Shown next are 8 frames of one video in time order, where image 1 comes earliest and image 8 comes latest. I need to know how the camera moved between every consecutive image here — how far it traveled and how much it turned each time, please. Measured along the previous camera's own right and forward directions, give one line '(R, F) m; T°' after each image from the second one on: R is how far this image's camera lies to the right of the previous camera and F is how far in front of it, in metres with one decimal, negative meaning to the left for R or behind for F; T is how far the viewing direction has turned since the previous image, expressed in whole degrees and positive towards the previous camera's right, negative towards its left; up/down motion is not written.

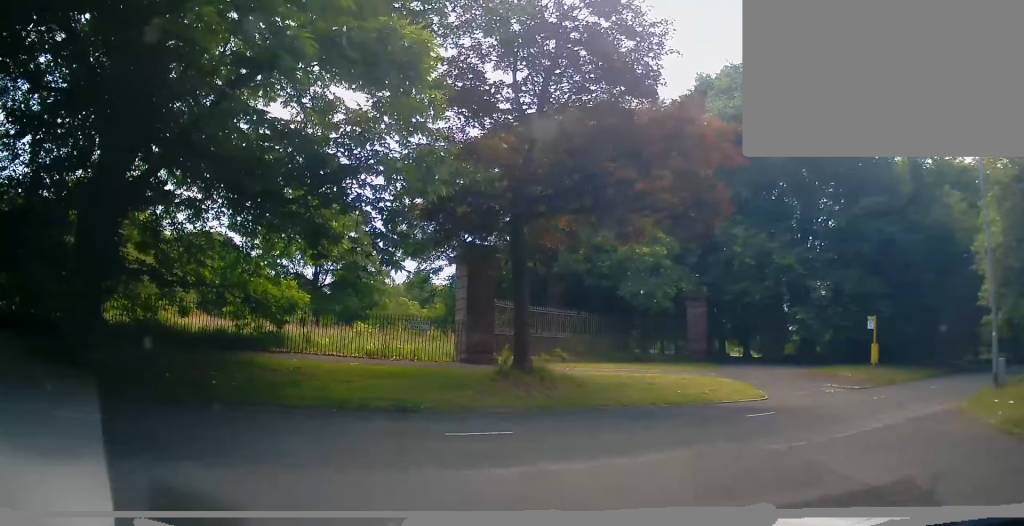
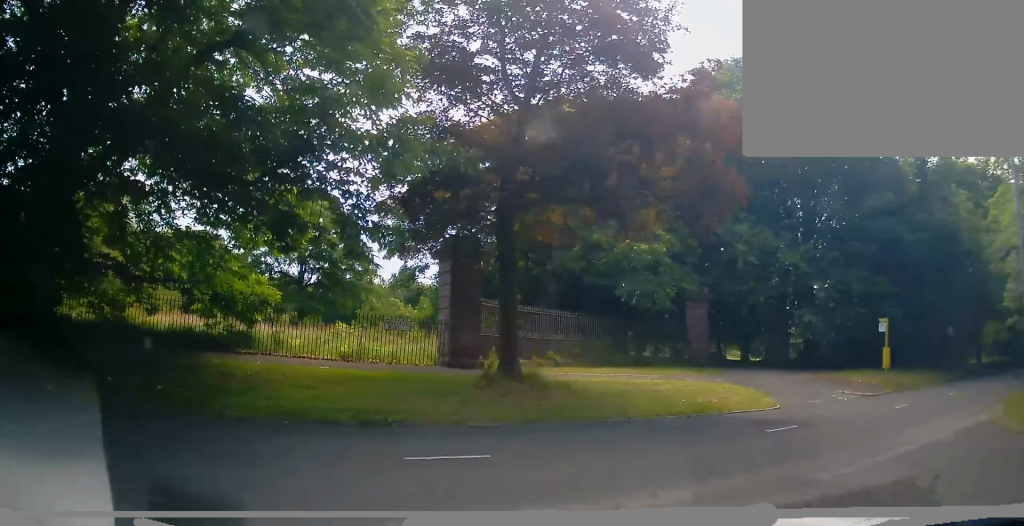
(-0.3, +1.1) m; -4°
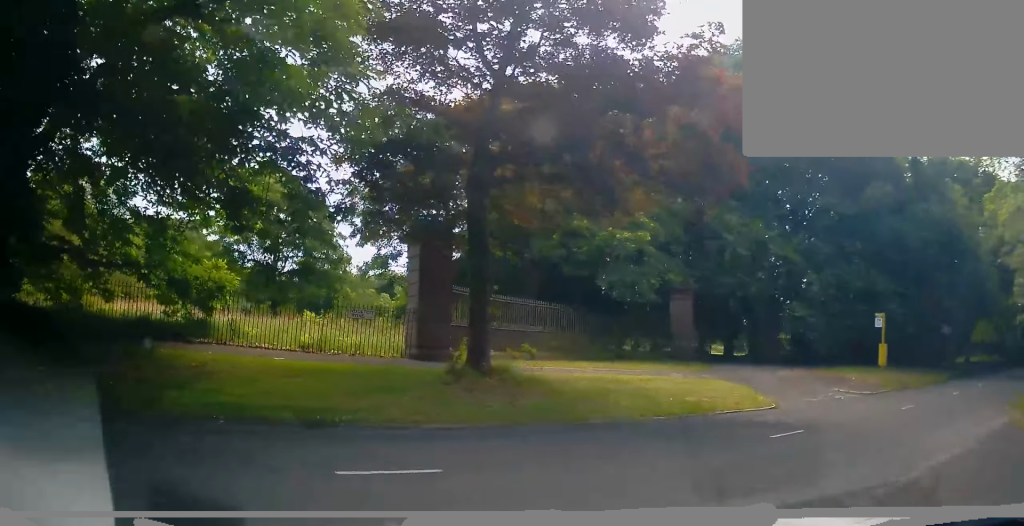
(-0.1, +1.0) m; 0°
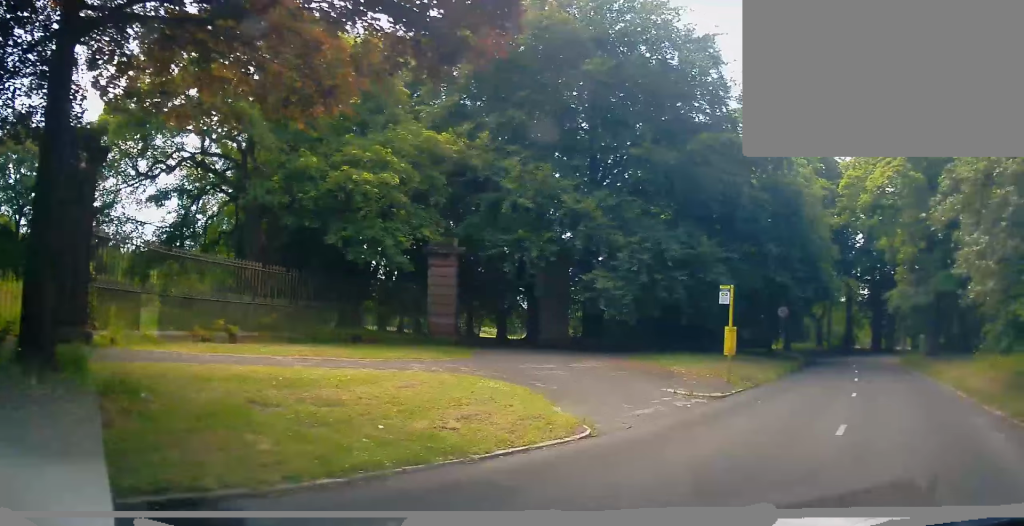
(+0.7, +5.8) m; +21°
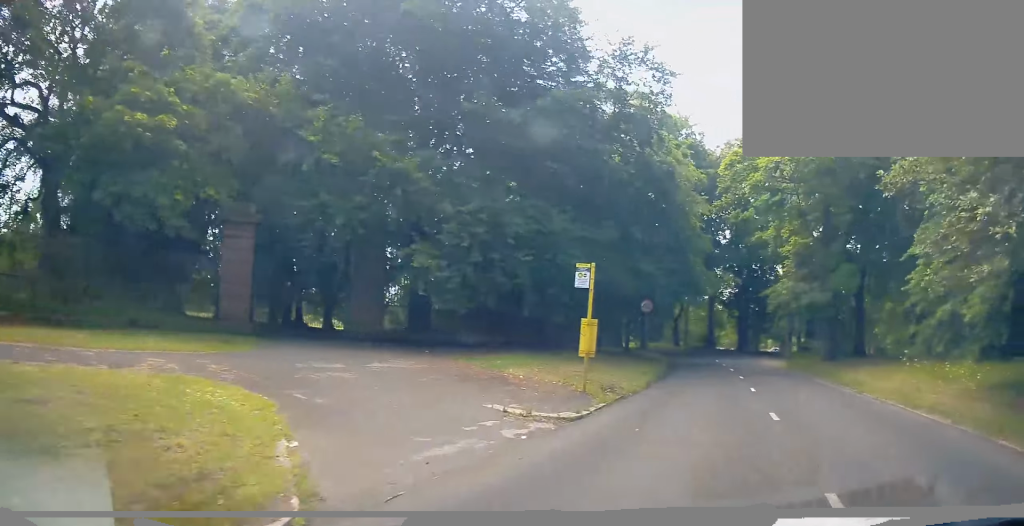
(+0.7, +3.6) m; +13°
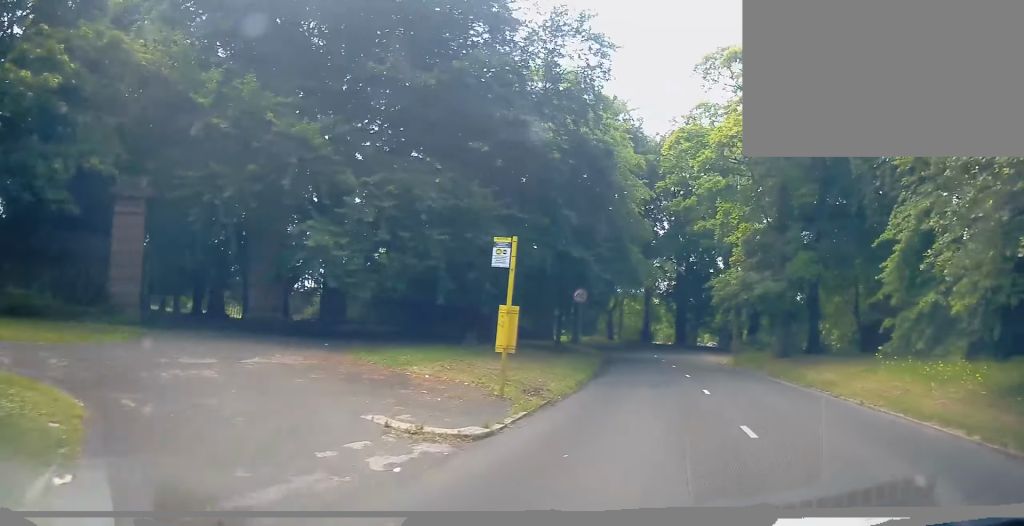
(+0.1, +2.0) m; +6°
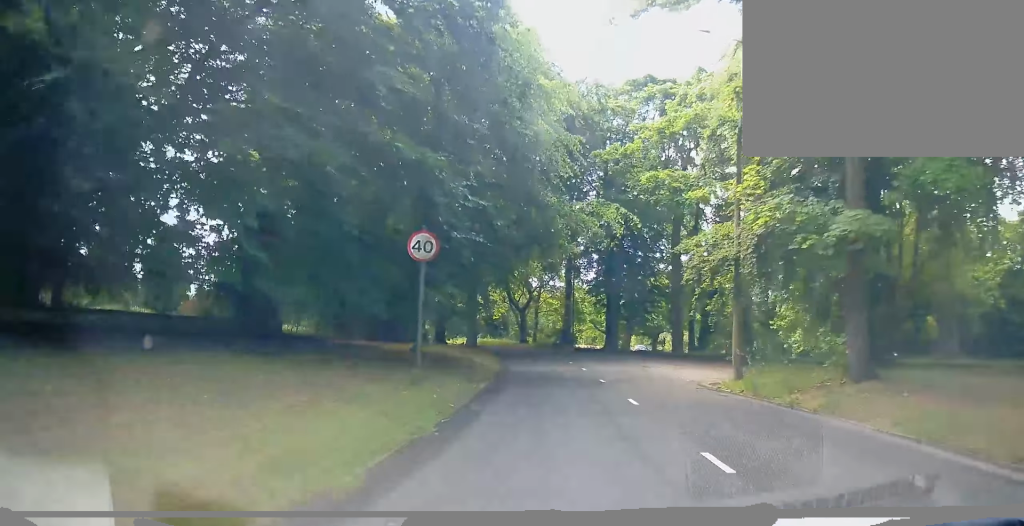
(+2.7, +12.4) m; +25°
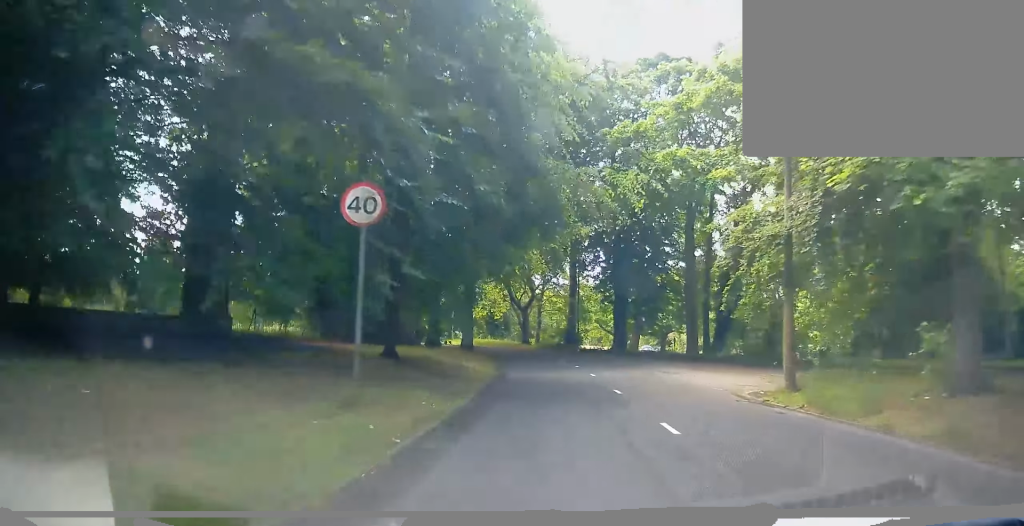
(+0.2, +2.9) m; +1°
